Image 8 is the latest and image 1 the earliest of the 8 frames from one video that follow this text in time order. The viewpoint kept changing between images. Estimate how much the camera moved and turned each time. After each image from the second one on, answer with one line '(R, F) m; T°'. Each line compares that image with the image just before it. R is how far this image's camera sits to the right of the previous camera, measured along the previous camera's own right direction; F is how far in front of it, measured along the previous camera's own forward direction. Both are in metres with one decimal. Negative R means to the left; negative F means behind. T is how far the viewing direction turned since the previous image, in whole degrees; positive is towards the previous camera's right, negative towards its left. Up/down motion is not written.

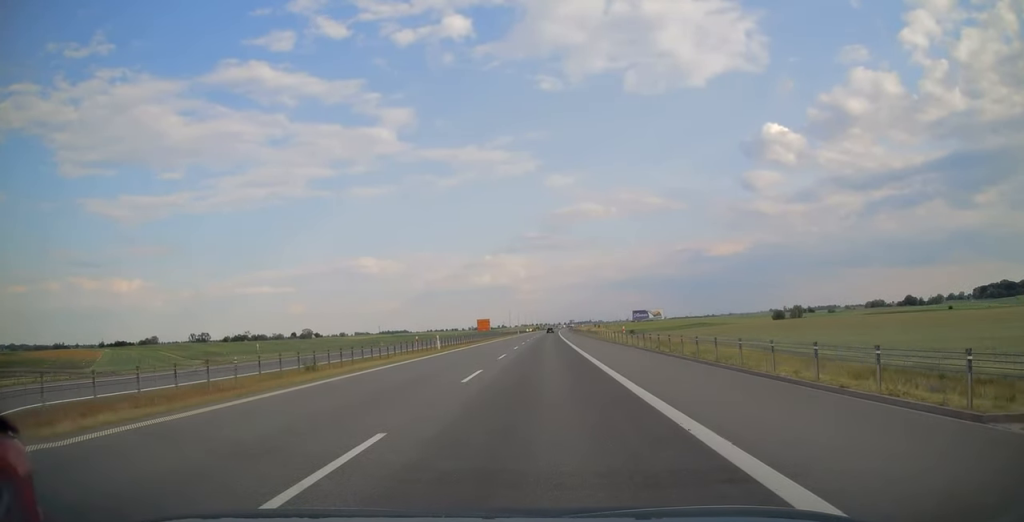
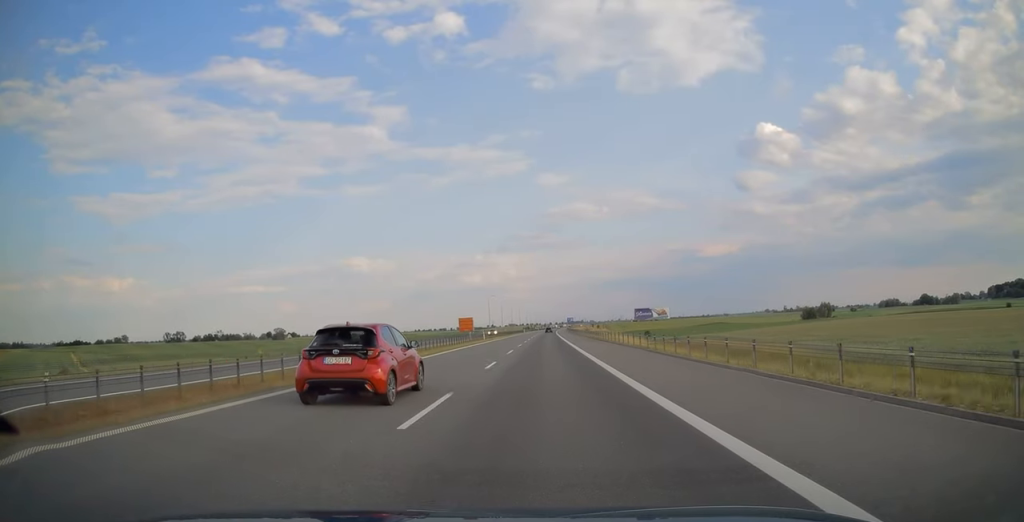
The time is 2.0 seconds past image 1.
(+0.3, +67.2) m; 0°
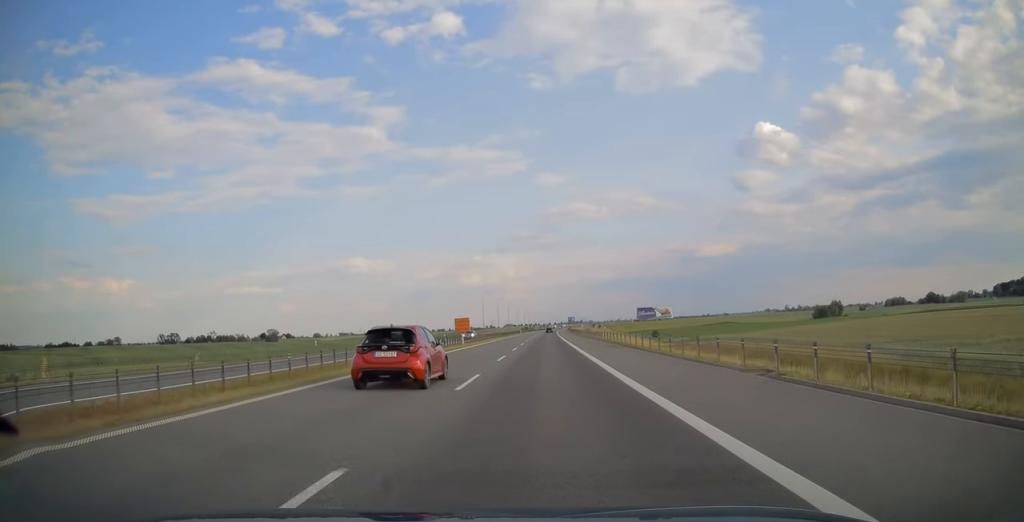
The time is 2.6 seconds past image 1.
(0.0, +18.7) m; 0°
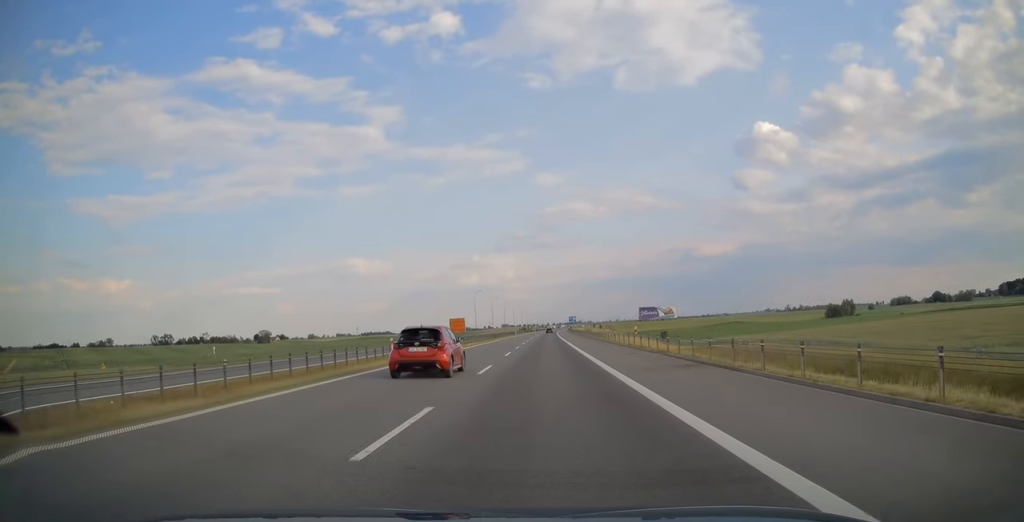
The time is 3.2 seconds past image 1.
(+0.1, +19.3) m; 0°
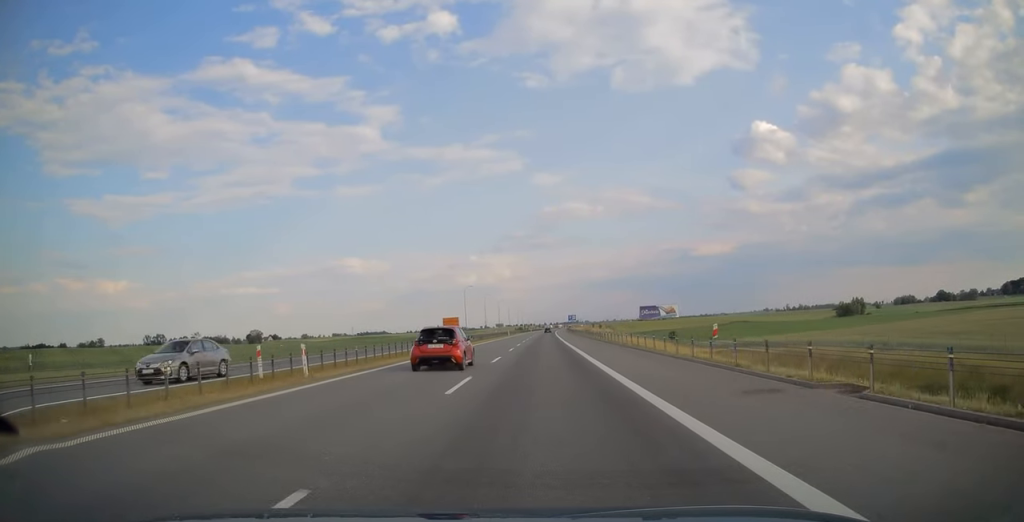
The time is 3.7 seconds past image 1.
(0.0, +17.6) m; 0°
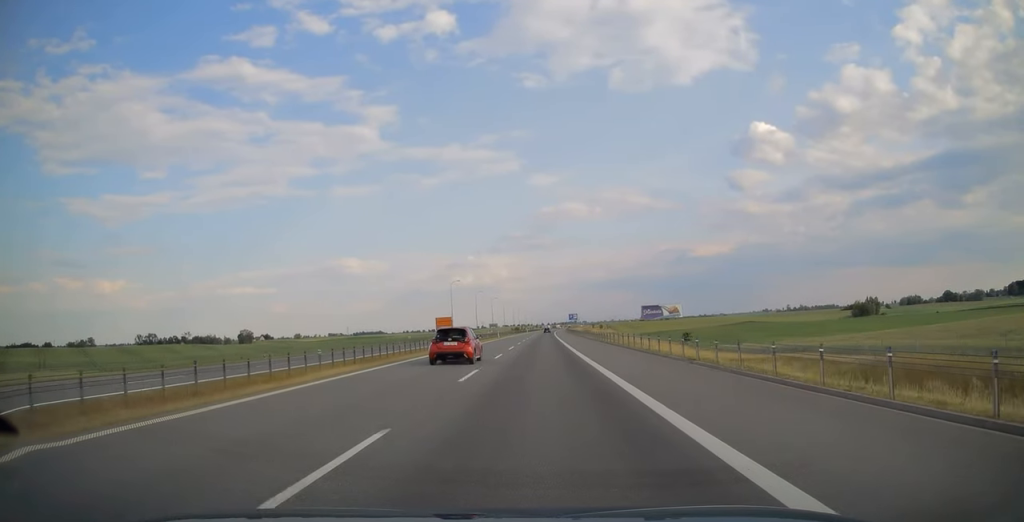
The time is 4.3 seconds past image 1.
(0.0, +20.8) m; 0°
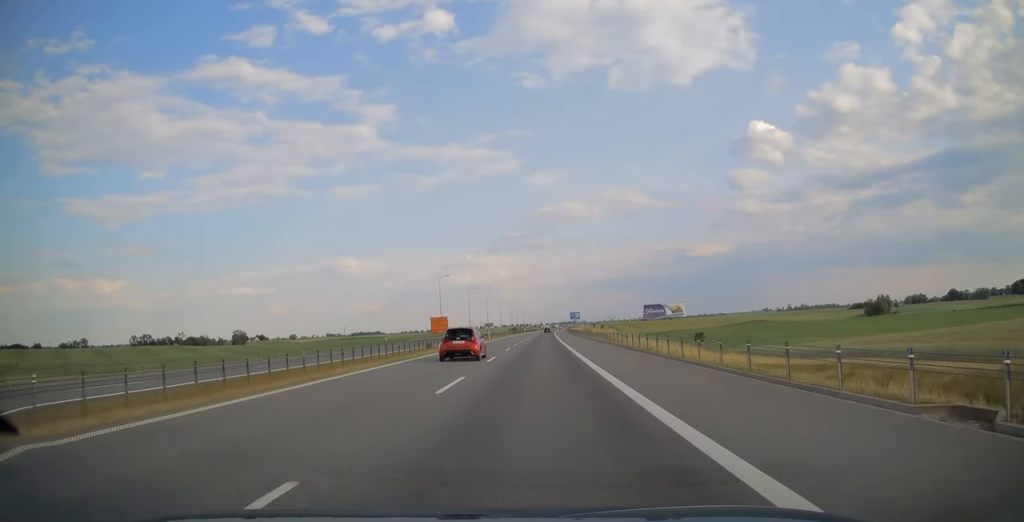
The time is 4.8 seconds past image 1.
(0.0, +14.8) m; 0°
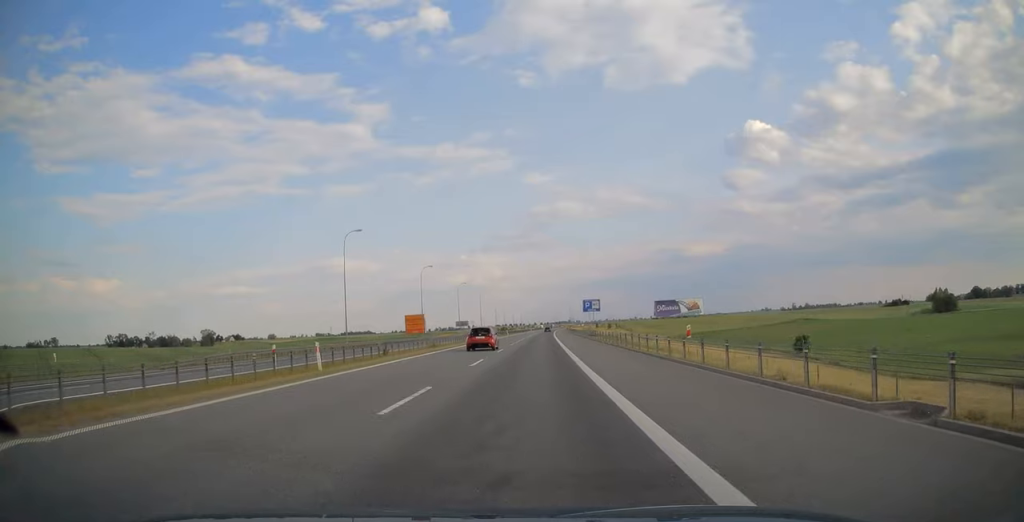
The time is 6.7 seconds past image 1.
(+0.2, +62.8) m; 0°
